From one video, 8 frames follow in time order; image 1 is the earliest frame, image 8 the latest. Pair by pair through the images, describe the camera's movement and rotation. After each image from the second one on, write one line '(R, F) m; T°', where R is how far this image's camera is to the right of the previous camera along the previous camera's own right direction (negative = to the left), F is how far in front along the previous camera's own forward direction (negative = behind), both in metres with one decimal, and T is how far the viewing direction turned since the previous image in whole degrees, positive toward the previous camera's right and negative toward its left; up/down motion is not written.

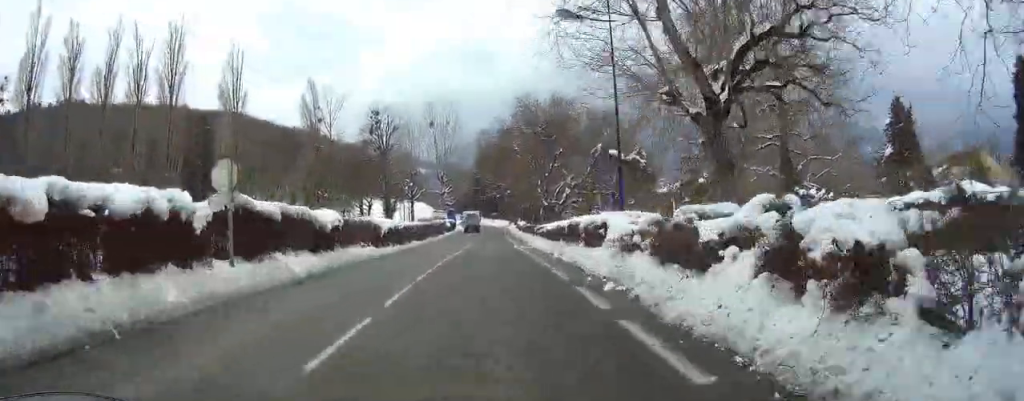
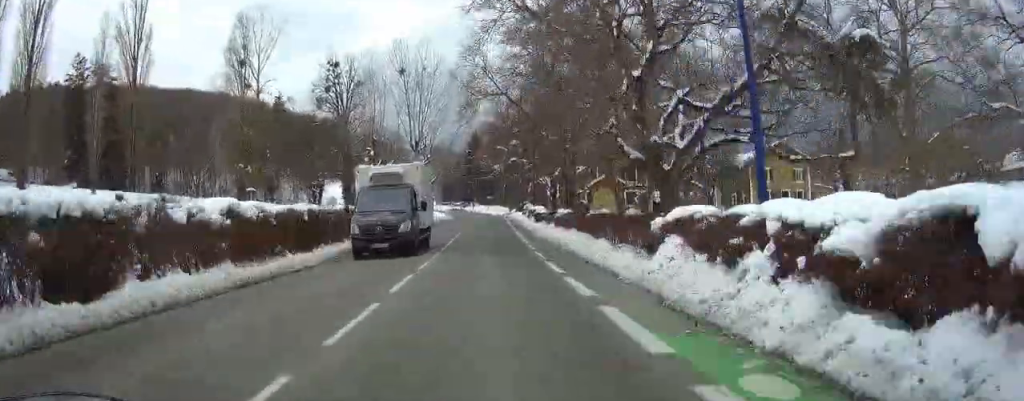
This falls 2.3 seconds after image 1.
(+0.1, +37.7) m; 0°
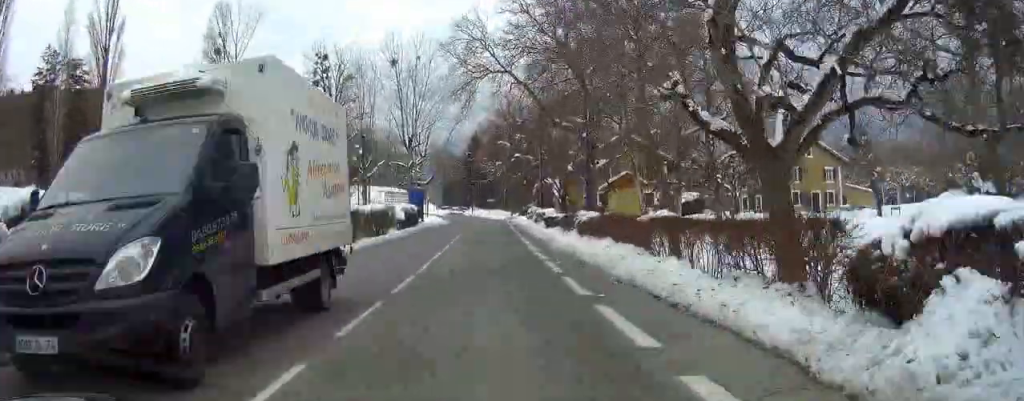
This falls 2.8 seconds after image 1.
(0.0, +8.4) m; 0°
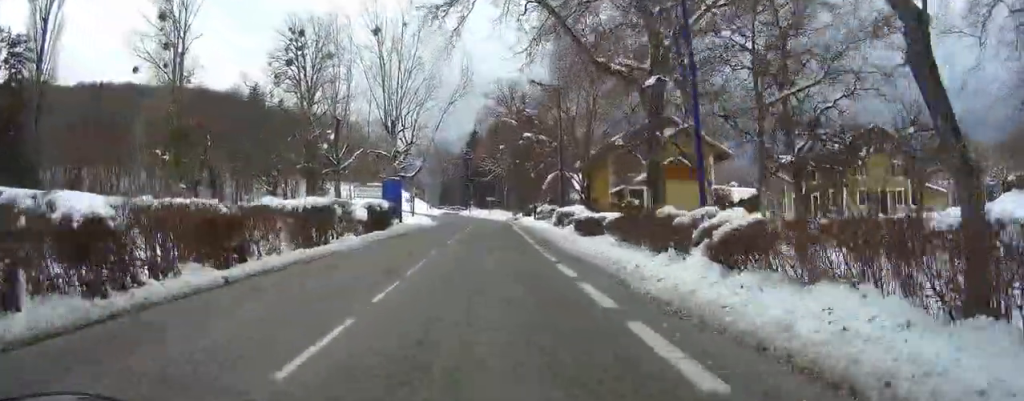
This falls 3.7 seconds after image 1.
(0.0, +13.9) m; 0°
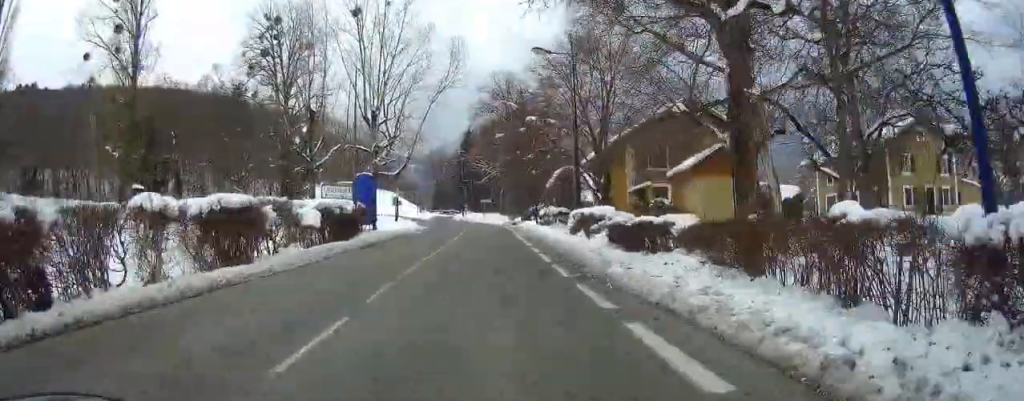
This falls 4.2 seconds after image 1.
(0.0, +8.9) m; 0°
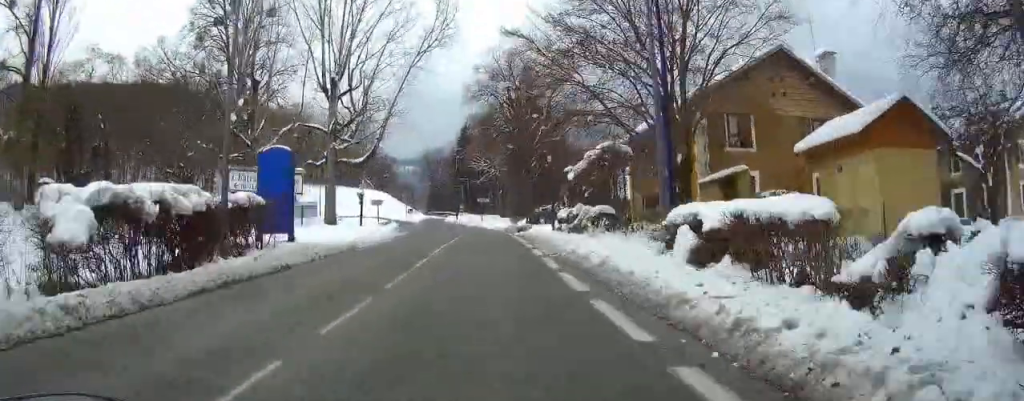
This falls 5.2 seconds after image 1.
(0.0, +15.3) m; 0°
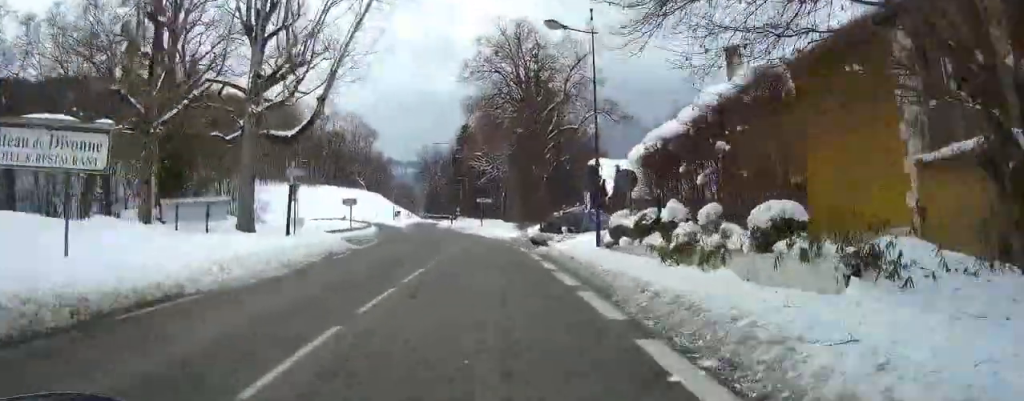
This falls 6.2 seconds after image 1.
(-0.1, +15.9) m; 0°
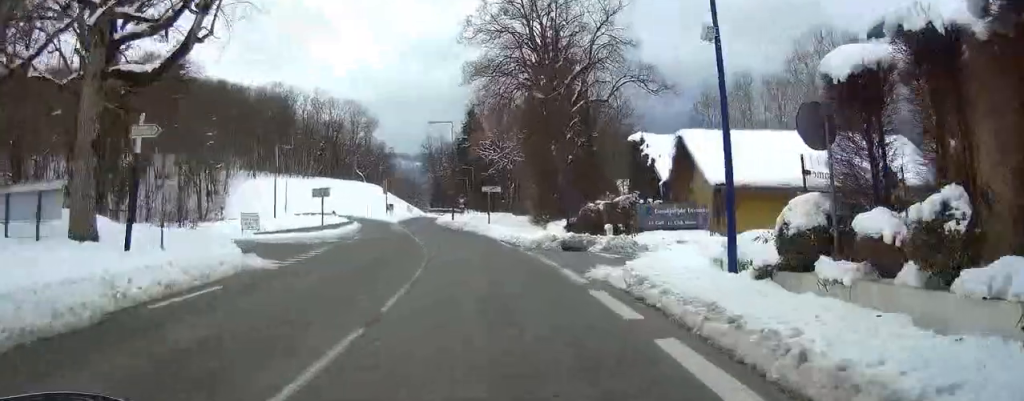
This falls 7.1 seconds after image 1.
(0.0, +13.2) m; 0°
